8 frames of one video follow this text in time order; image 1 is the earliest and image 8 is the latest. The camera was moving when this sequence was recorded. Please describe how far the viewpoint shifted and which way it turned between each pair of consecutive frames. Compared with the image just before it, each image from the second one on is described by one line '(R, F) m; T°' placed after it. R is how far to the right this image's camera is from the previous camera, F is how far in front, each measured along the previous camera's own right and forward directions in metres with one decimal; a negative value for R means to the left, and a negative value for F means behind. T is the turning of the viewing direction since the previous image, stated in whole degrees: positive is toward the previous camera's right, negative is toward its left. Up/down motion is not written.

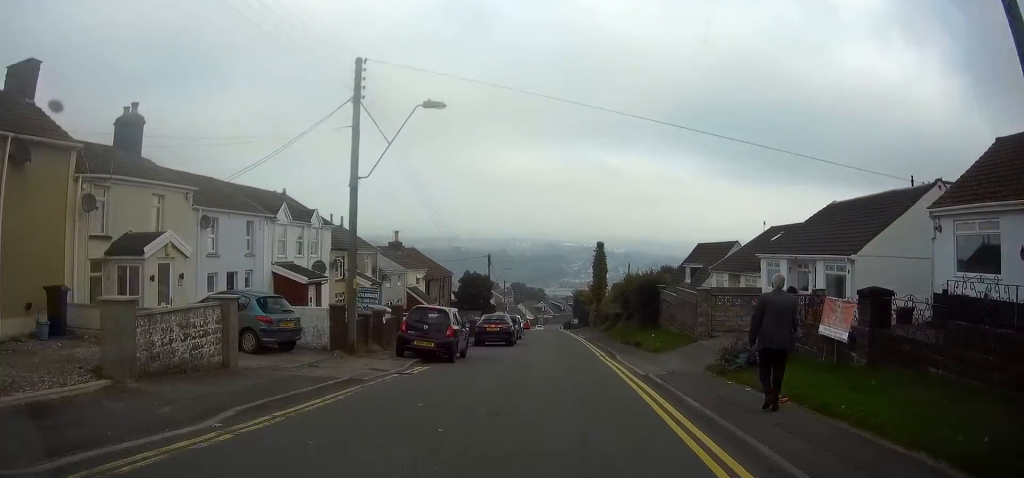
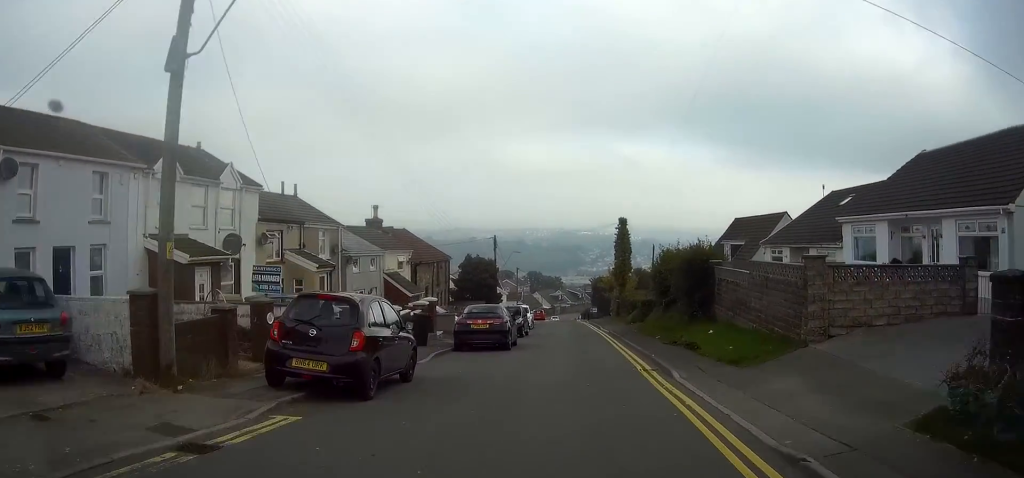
(+0.1, +9.4) m; 0°
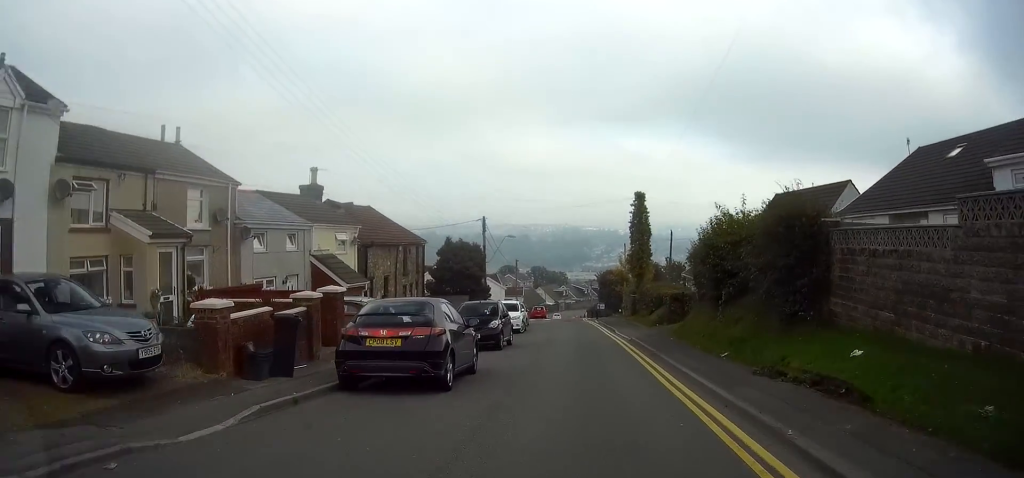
(-0.1, +11.0) m; +2°
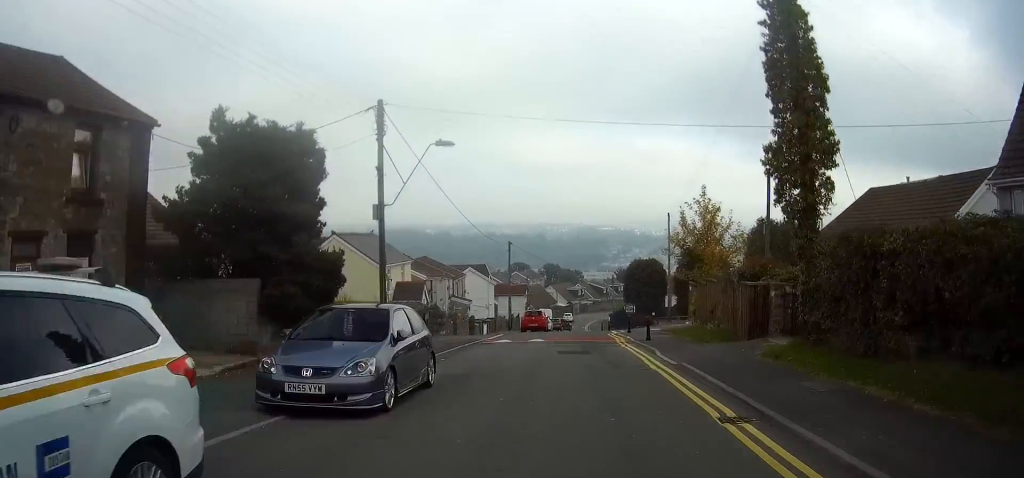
(+0.1, +30.1) m; -2°
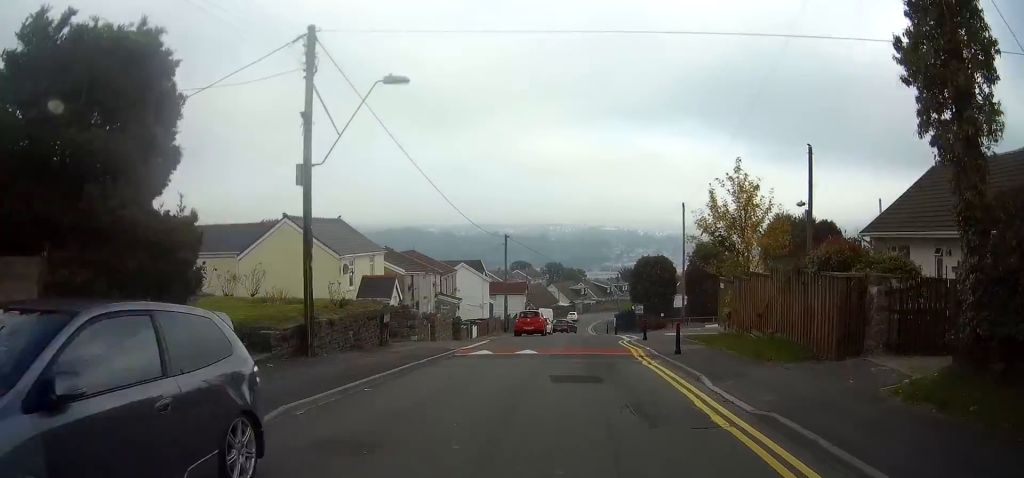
(0.0, +6.4) m; +1°
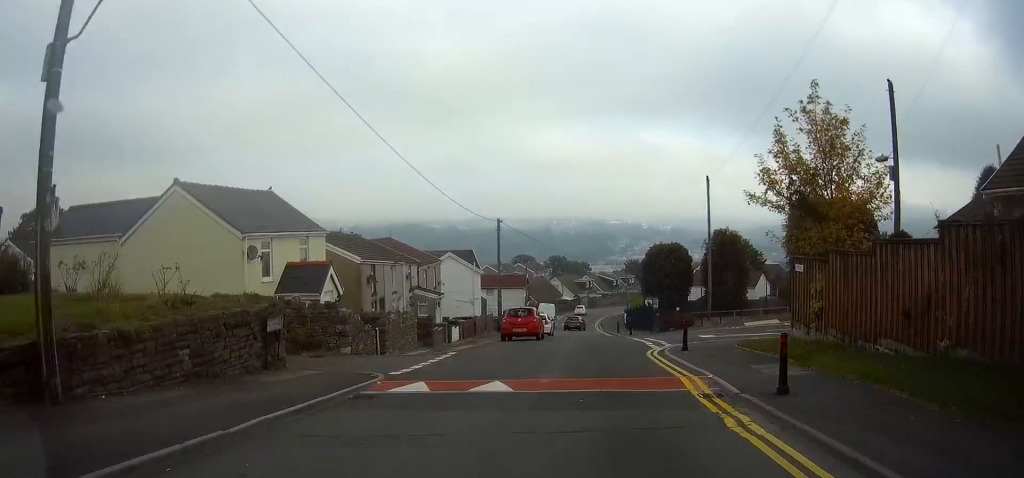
(-0.1, +8.7) m; +3°
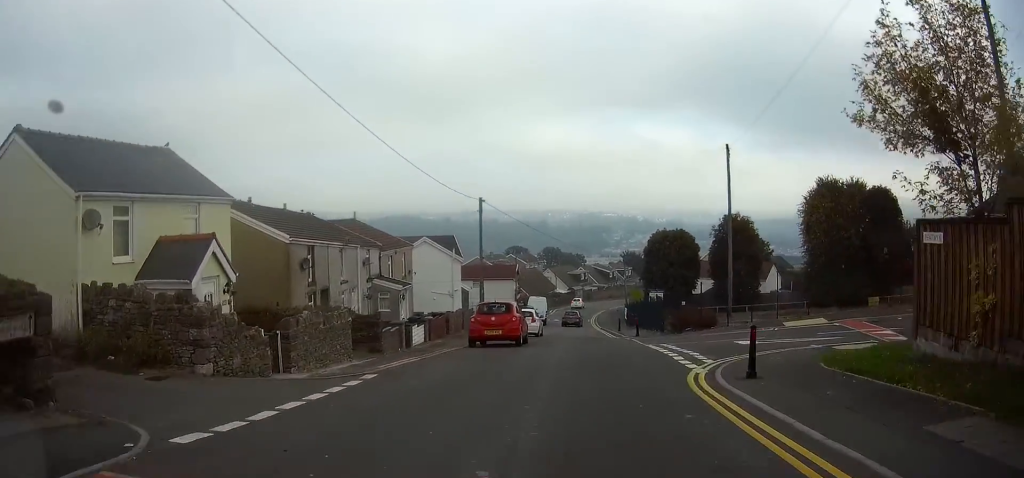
(+0.6, +6.9) m; 0°
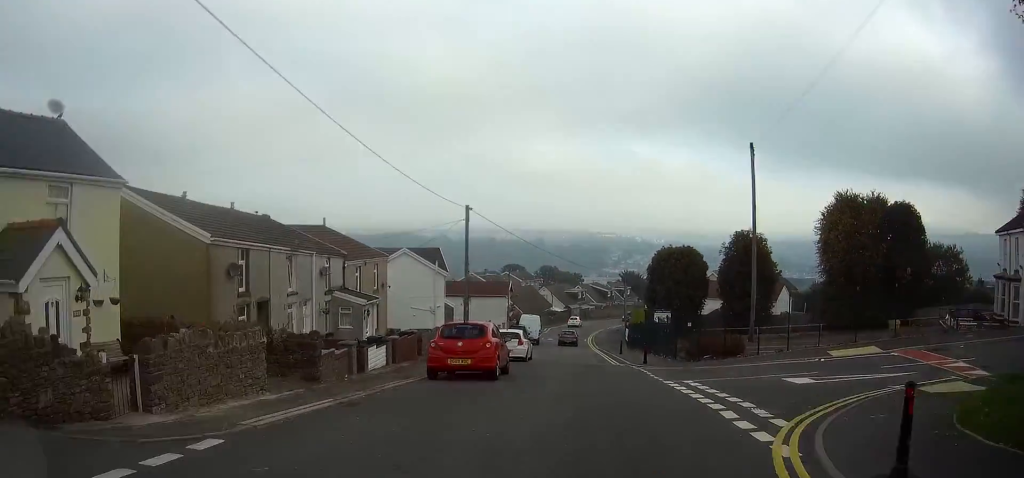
(-0.1, +5.2) m; -2°
